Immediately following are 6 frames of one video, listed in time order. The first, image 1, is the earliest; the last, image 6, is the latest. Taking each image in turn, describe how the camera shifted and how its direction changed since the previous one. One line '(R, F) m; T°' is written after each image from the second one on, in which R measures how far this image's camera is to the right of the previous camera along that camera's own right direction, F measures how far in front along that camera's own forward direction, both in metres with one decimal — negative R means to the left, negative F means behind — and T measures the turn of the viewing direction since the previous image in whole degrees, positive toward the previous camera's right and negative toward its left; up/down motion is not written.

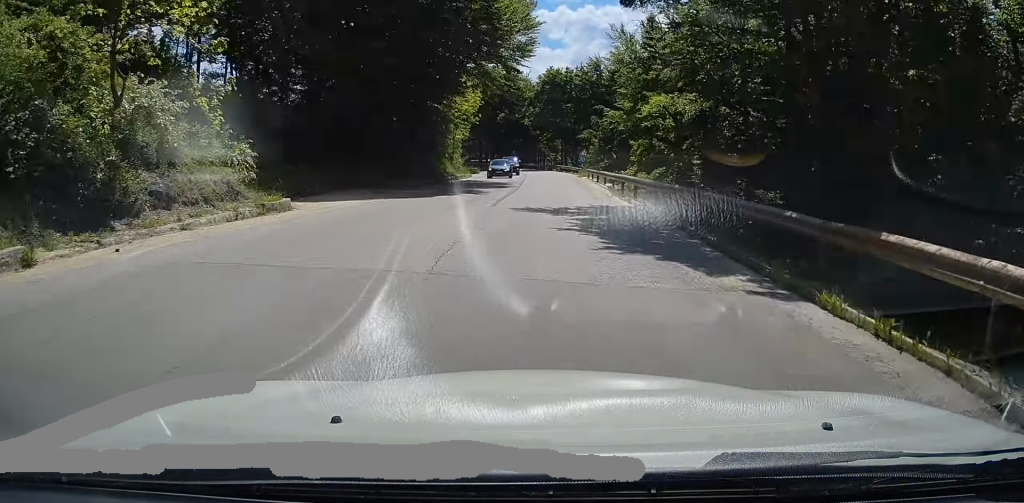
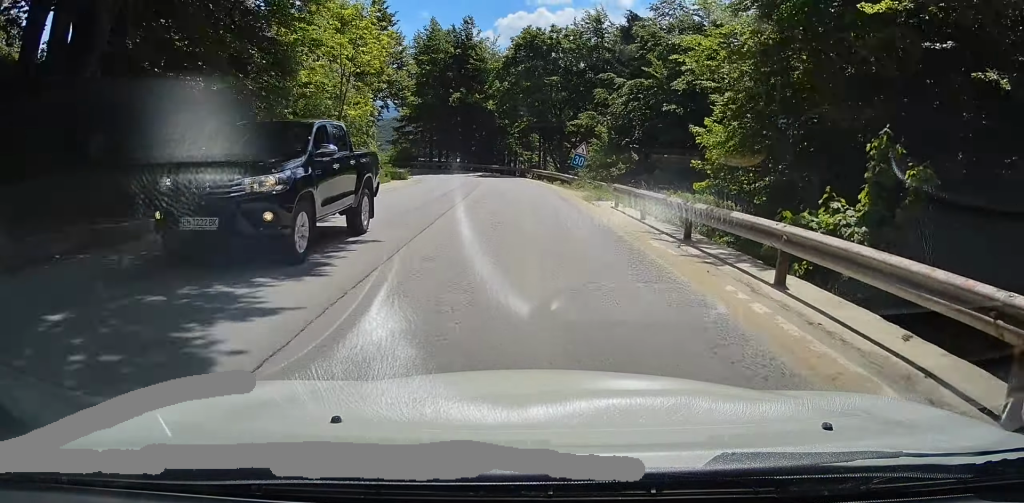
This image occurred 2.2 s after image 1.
(+2.3, +30.6) m; +8°
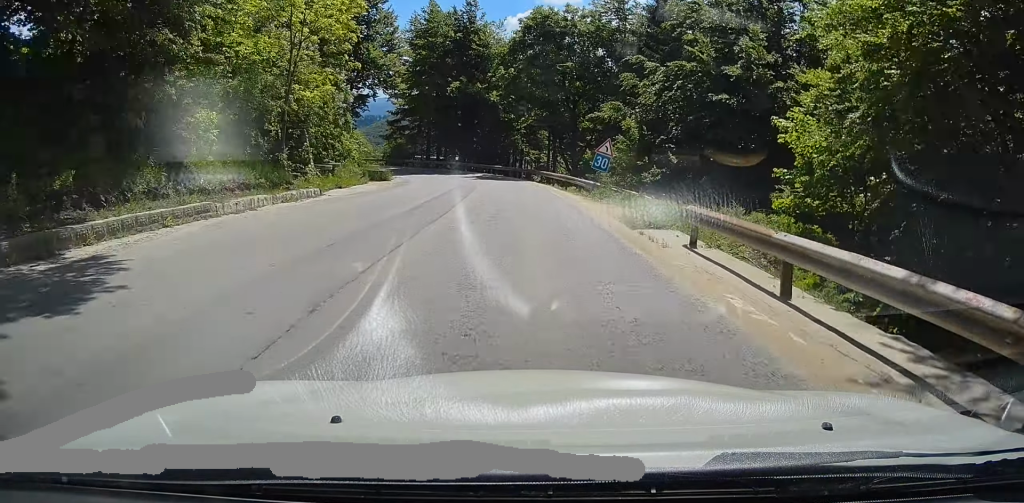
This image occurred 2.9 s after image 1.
(+0.1, +8.6) m; 0°
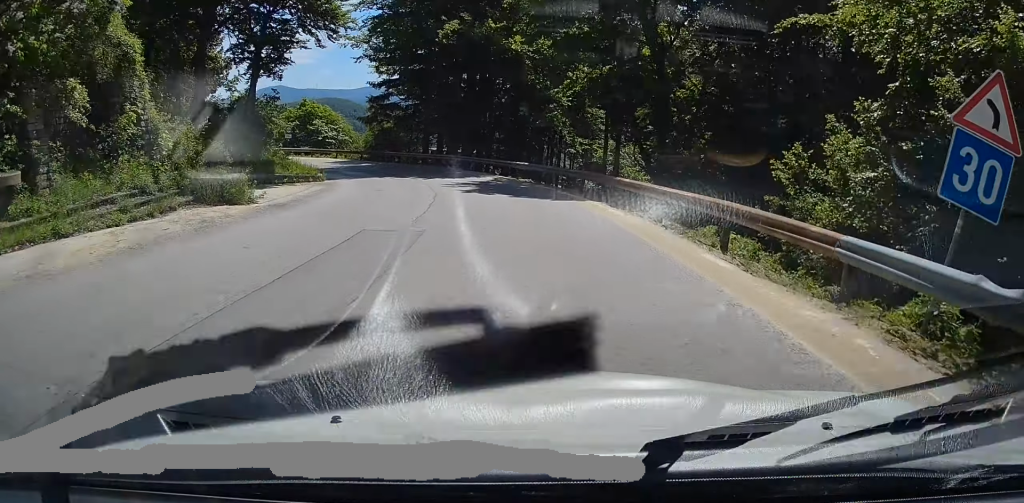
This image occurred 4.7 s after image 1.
(-0.1, +24.9) m; -3°
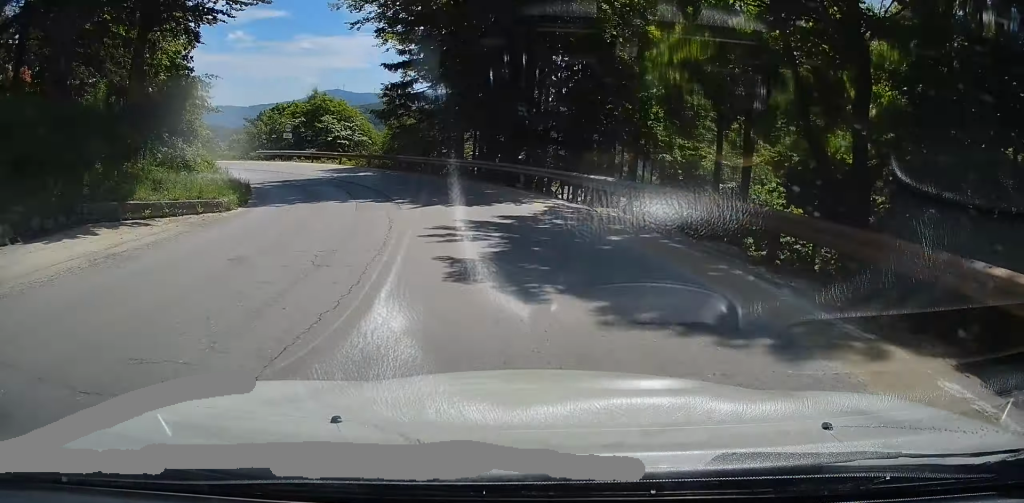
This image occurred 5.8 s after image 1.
(-0.6, +14.1) m; -4°
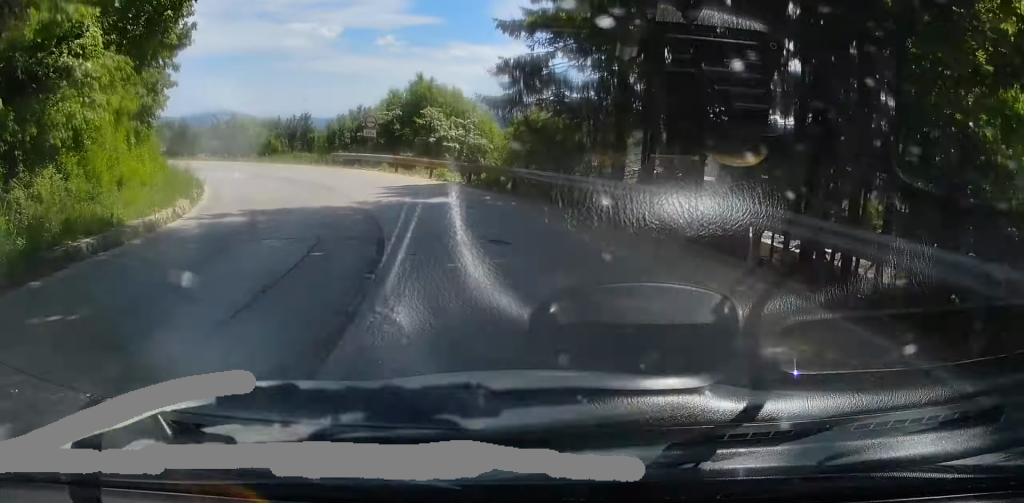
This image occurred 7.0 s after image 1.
(-0.3, +15.6) m; -11°
